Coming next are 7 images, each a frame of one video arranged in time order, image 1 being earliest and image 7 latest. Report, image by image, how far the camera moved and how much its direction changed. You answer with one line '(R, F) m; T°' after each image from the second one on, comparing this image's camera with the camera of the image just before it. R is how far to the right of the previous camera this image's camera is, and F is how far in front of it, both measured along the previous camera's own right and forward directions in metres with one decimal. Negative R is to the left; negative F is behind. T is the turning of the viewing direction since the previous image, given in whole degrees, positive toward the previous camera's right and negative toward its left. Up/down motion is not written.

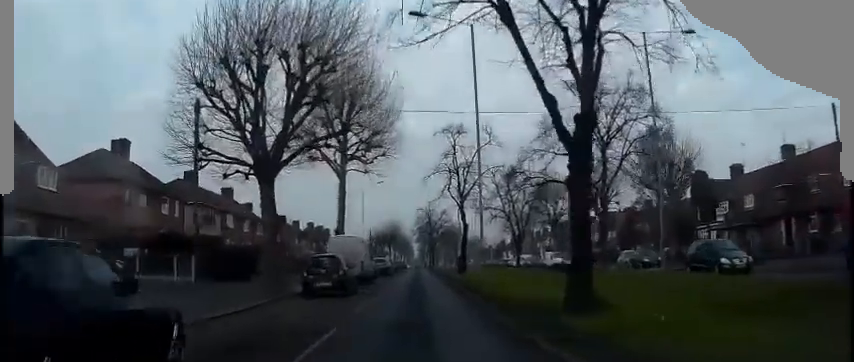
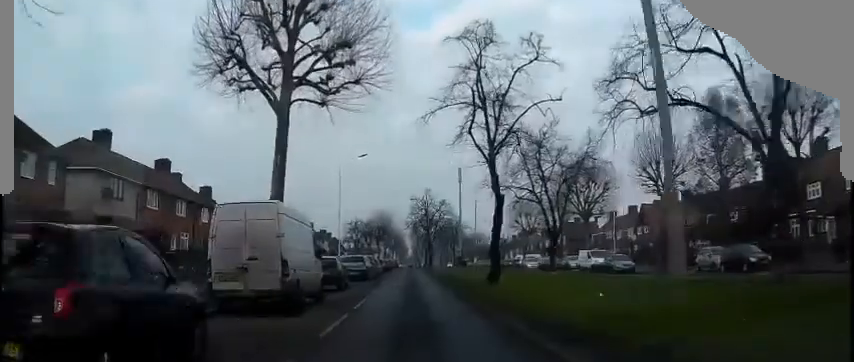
(-0.1, +16.9) m; 0°
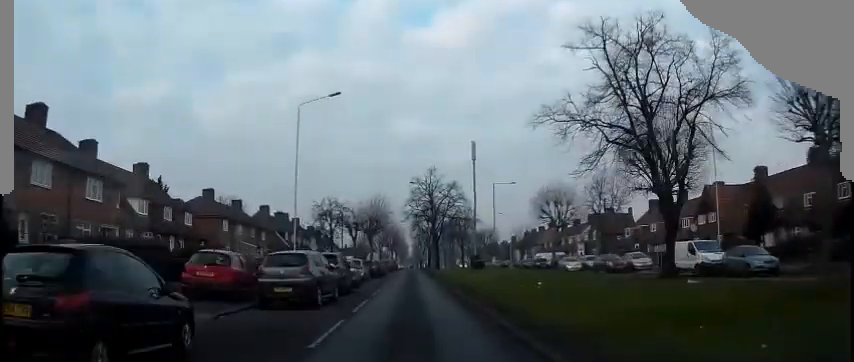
(+0.2, +20.0) m; 0°
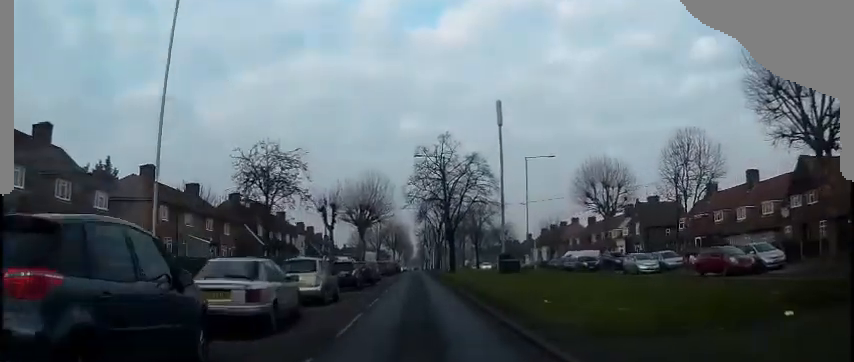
(-0.2, +18.0) m; -1°
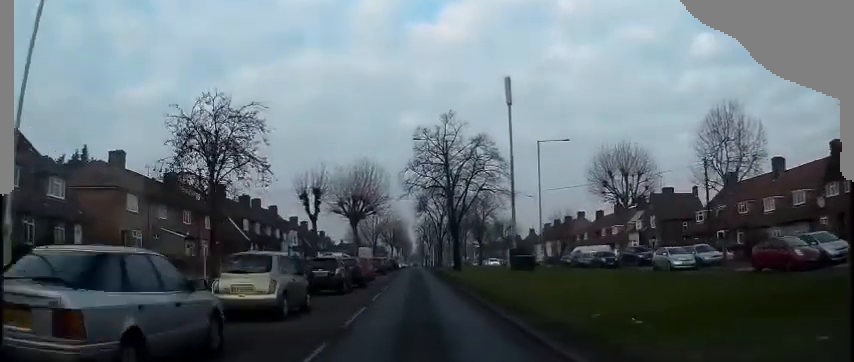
(0.0, +5.7) m; 0°
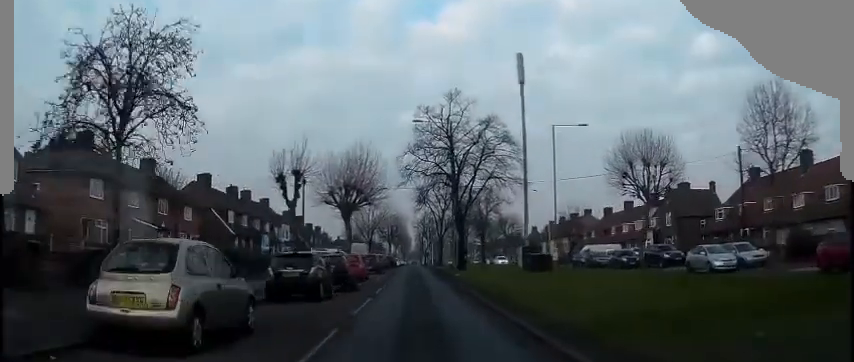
(0.0, +5.4) m; 0°
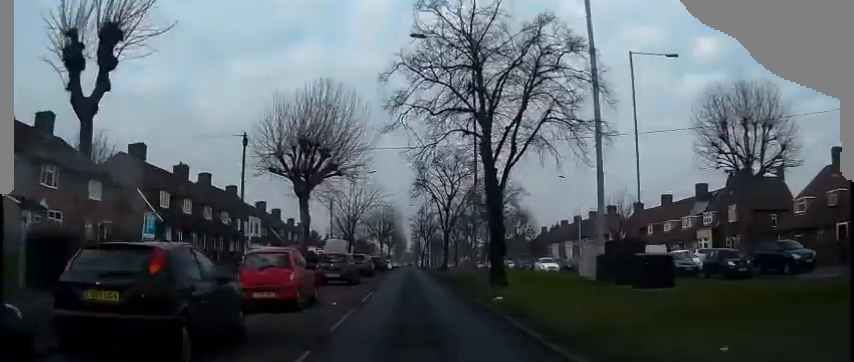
(0.0, +17.4) m; +1°
